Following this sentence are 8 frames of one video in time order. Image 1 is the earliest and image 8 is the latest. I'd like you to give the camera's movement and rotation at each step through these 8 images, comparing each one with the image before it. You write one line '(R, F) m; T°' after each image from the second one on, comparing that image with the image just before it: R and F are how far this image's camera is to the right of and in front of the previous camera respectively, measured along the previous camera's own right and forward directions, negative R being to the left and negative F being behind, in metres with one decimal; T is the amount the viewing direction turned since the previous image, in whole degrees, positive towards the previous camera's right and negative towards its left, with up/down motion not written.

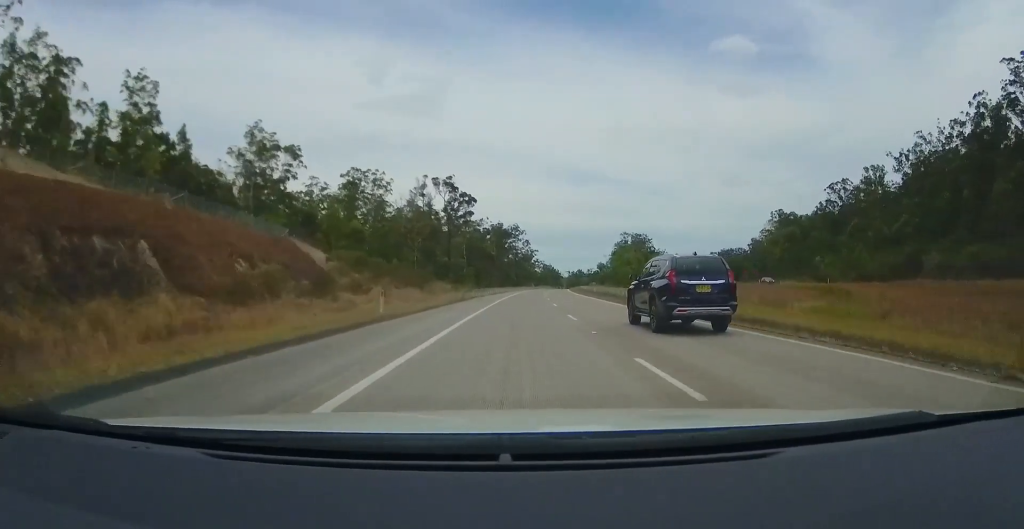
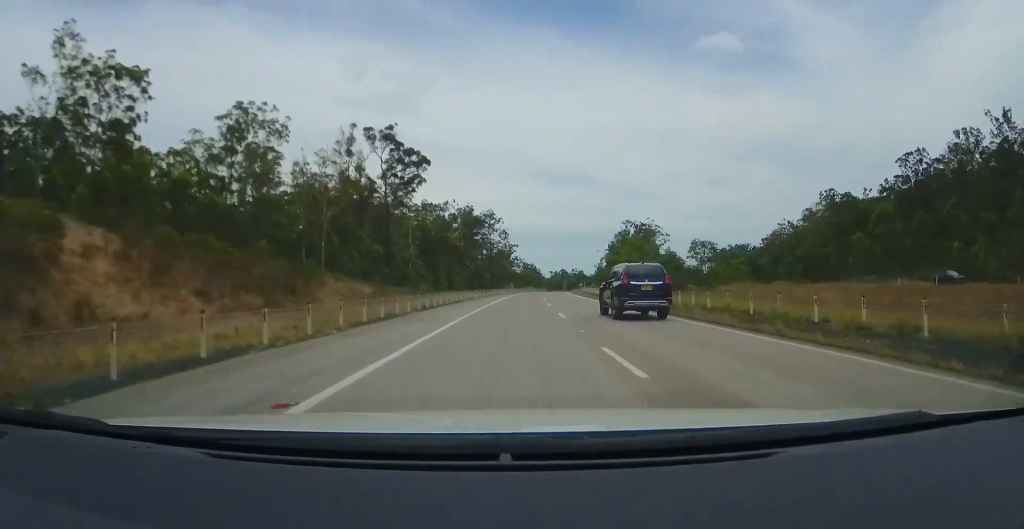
(+0.5, +45.7) m; +2°
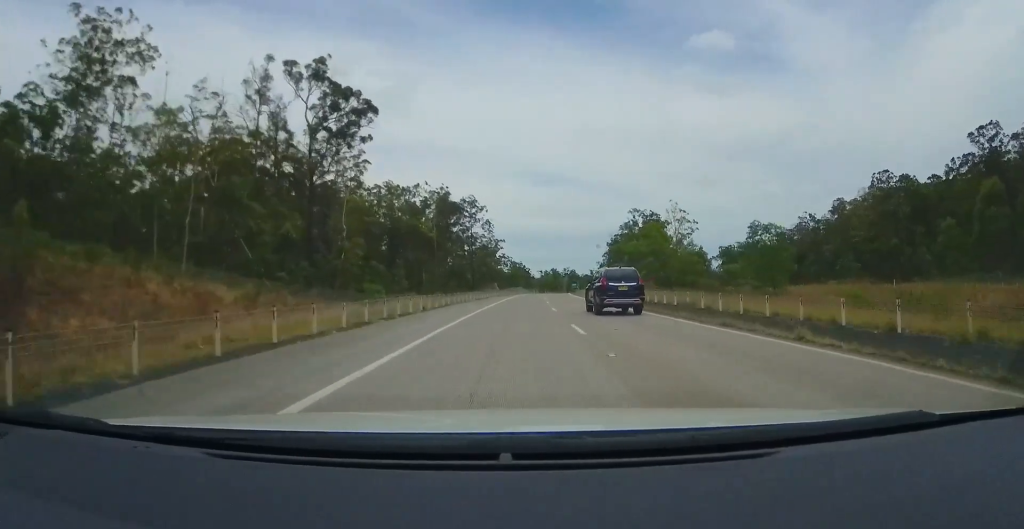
(+0.6, +28.2) m; +2°
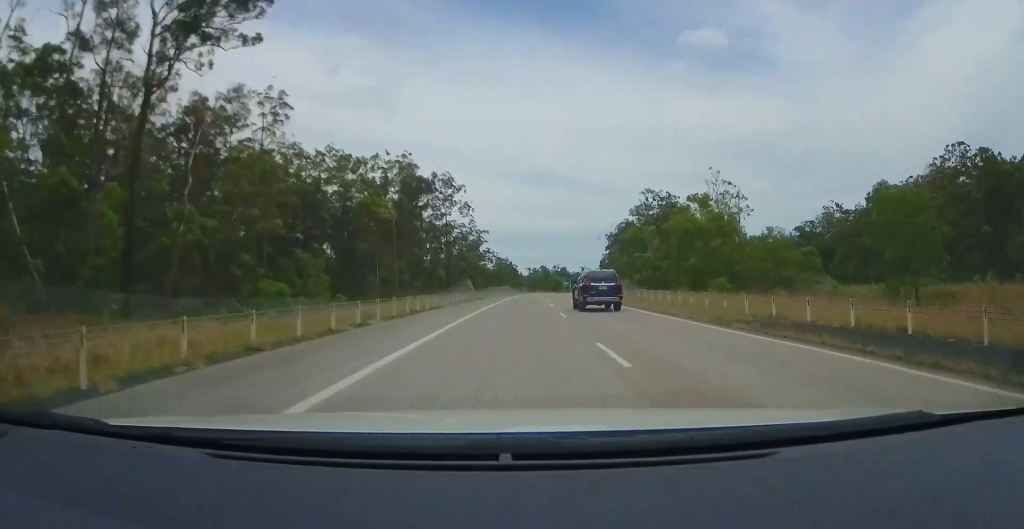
(+0.4, +25.1) m; +2°
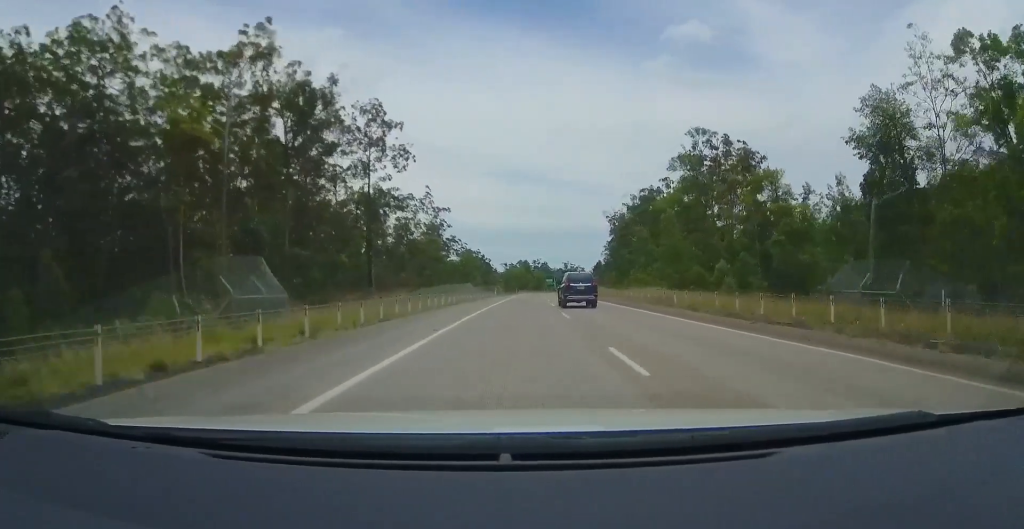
(+0.5, +41.2) m; +1°
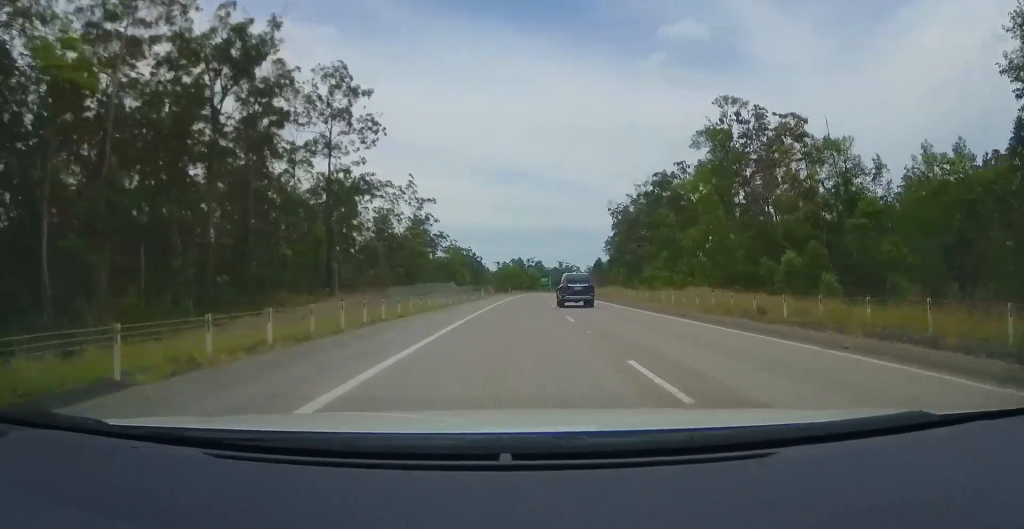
(0.0, +12.7) m; 0°
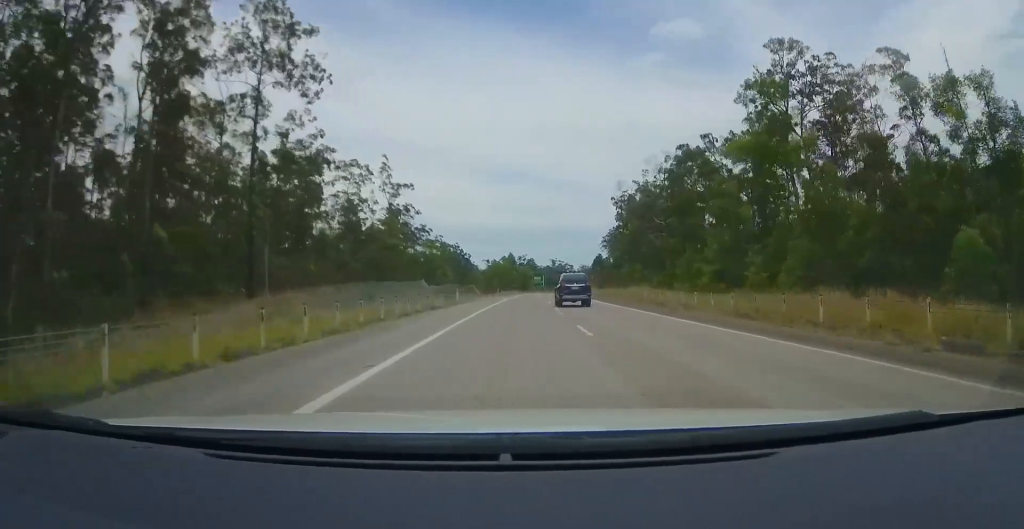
(0.0, +15.3) m; 0°
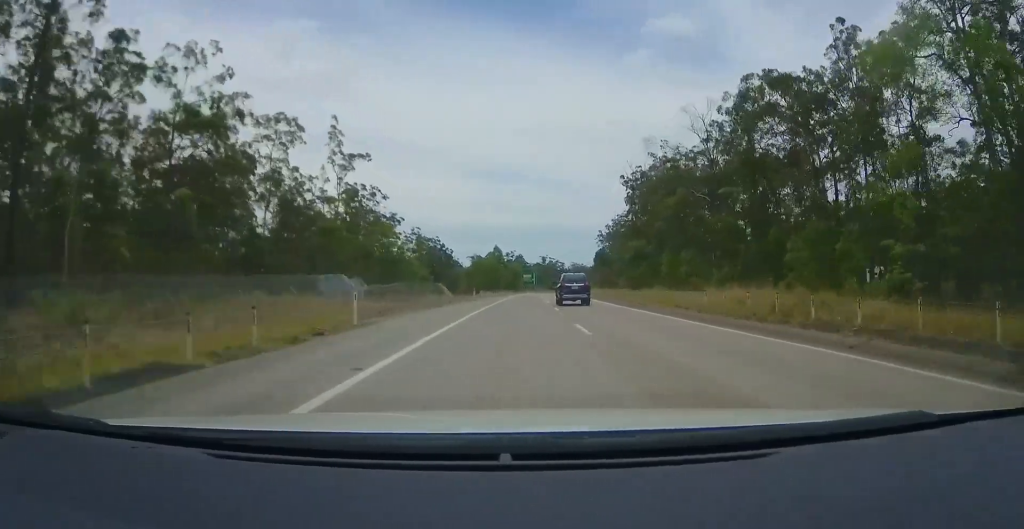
(+0.2, +22.6) m; +1°
